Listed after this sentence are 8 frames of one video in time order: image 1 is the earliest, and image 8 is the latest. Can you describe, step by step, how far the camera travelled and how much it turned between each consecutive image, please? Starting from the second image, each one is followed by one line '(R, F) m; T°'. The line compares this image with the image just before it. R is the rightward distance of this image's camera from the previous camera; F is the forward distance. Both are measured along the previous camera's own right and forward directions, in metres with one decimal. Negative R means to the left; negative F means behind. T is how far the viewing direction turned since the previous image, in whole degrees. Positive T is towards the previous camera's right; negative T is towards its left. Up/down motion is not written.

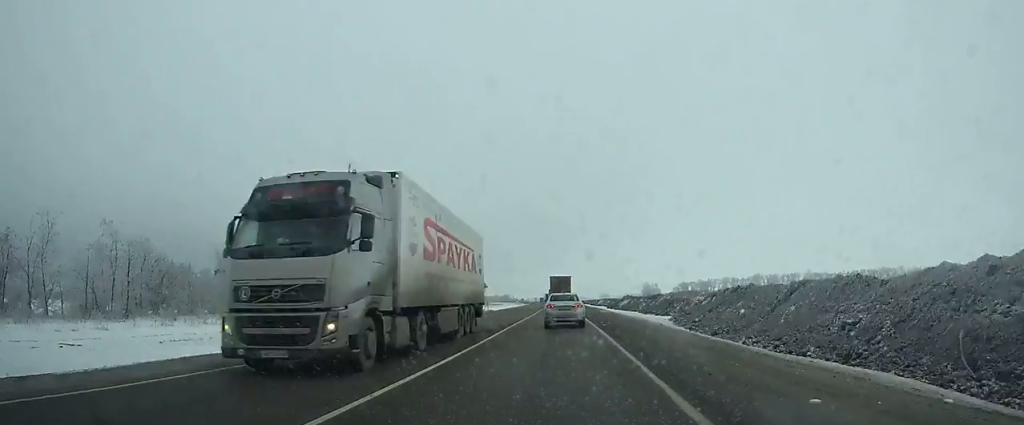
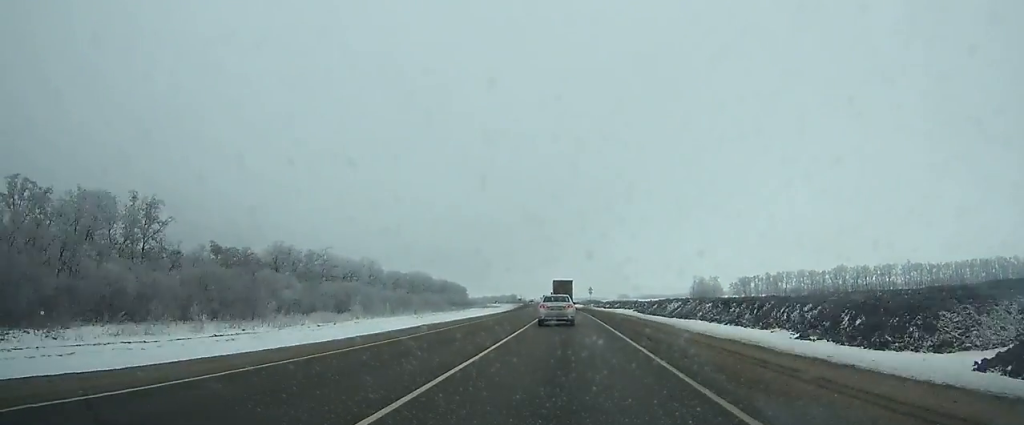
(-1.8, +125.9) m; -2°
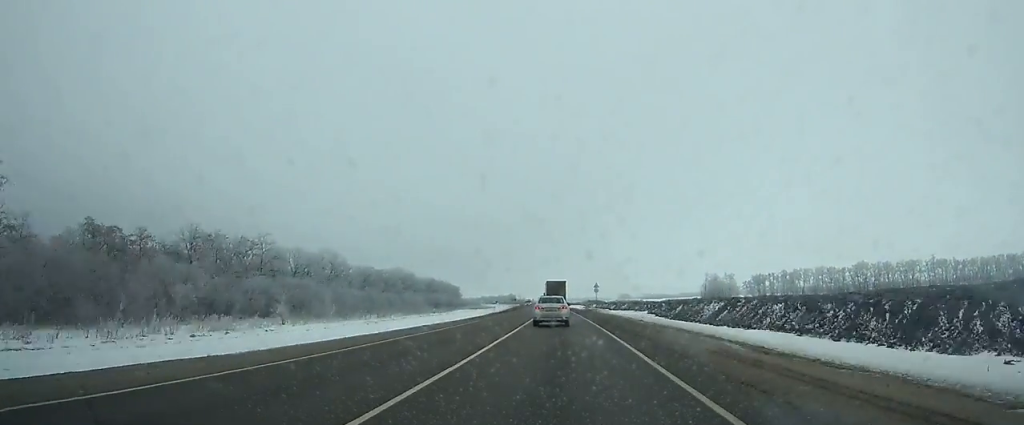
(+0.2, +25.8) m; 0°
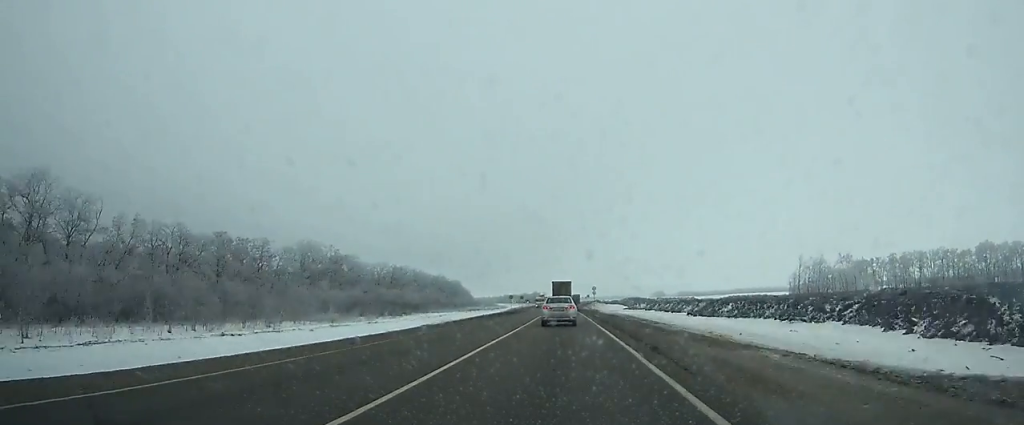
(-1.9, +84.2) m; -2°
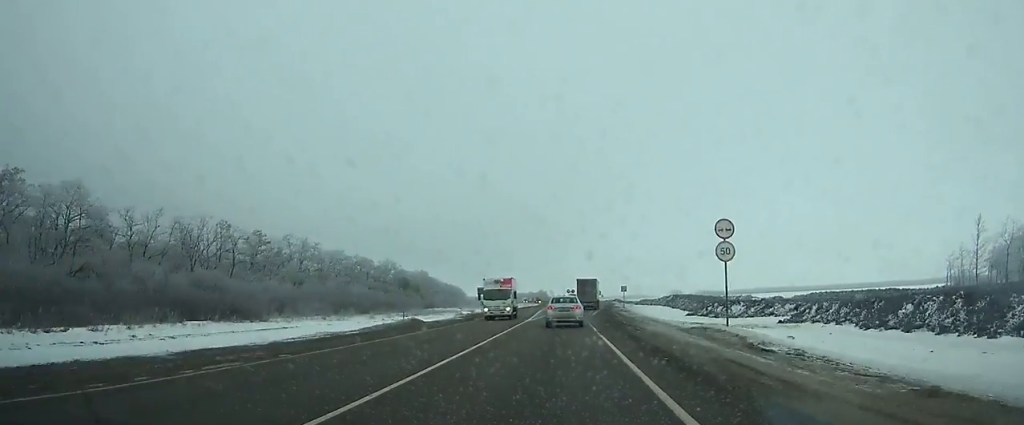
(-0.4, +87.1) m; 0°
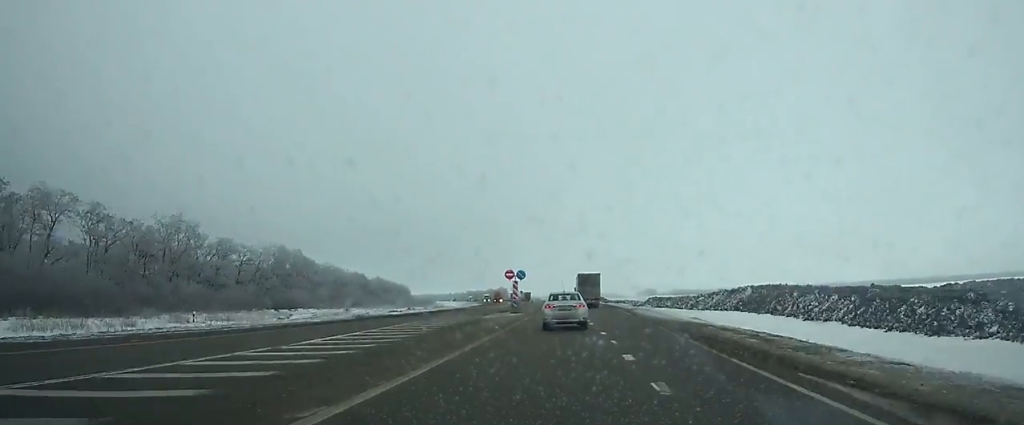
(+1.1, +83.5) m; +1°
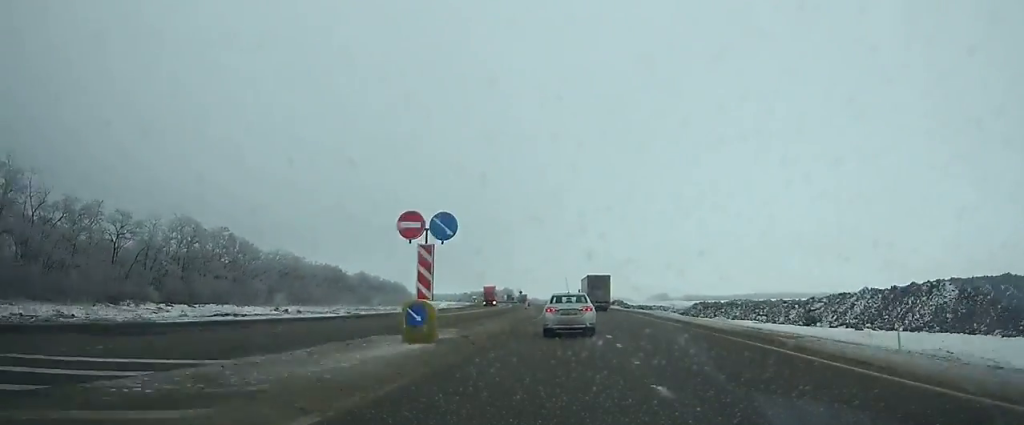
(+0.1, +34.3) m; -1°
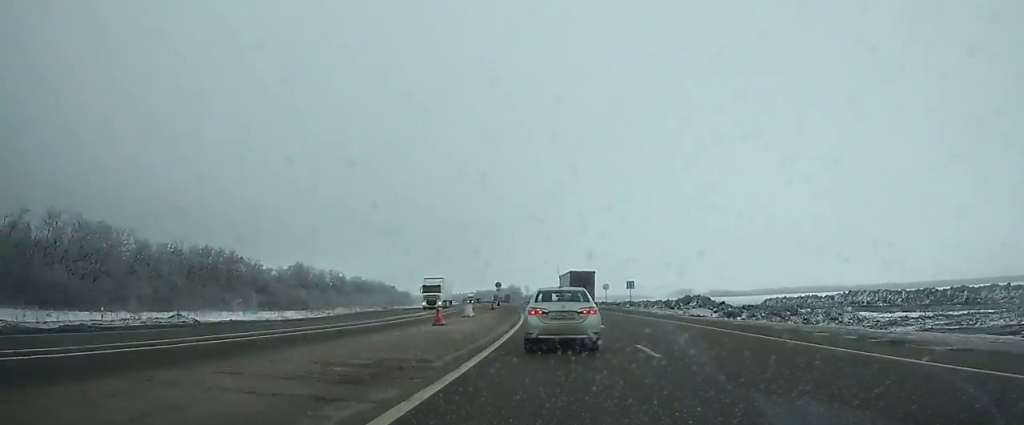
(-1.5, +69.2) m; -3°
